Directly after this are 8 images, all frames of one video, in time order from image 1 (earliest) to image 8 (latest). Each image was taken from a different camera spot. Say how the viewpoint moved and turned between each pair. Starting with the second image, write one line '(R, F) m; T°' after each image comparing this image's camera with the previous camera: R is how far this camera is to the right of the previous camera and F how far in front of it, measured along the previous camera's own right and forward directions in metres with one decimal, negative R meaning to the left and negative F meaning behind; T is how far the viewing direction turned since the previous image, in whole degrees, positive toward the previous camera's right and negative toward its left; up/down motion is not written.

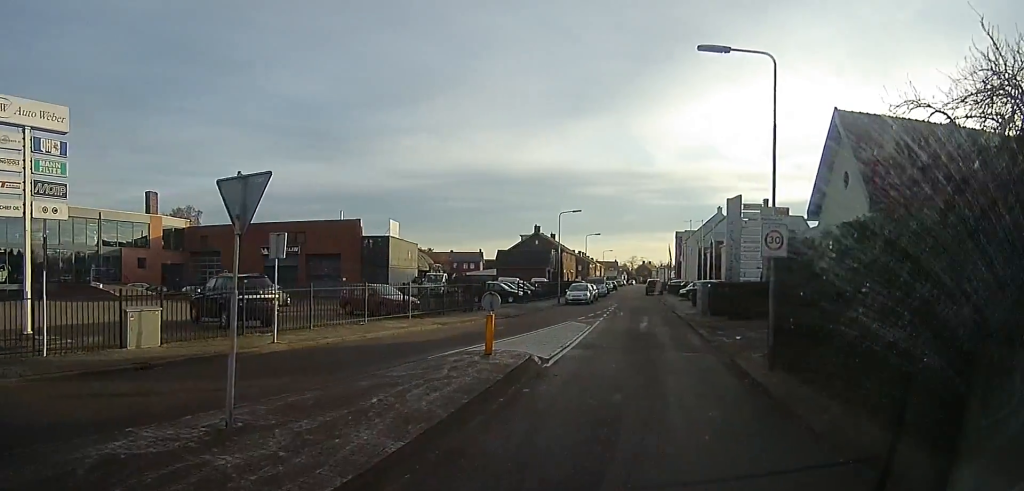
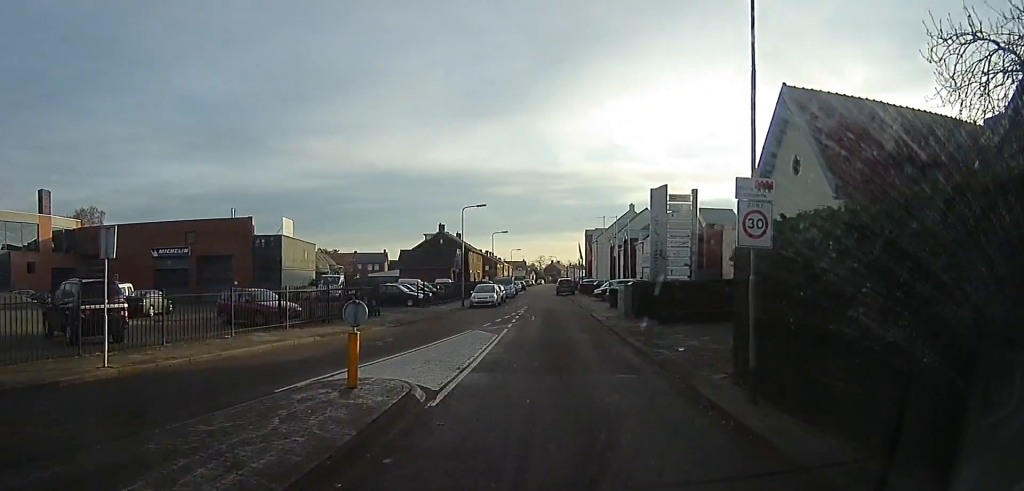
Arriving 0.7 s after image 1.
(-0.1, +2.8) m; +13°
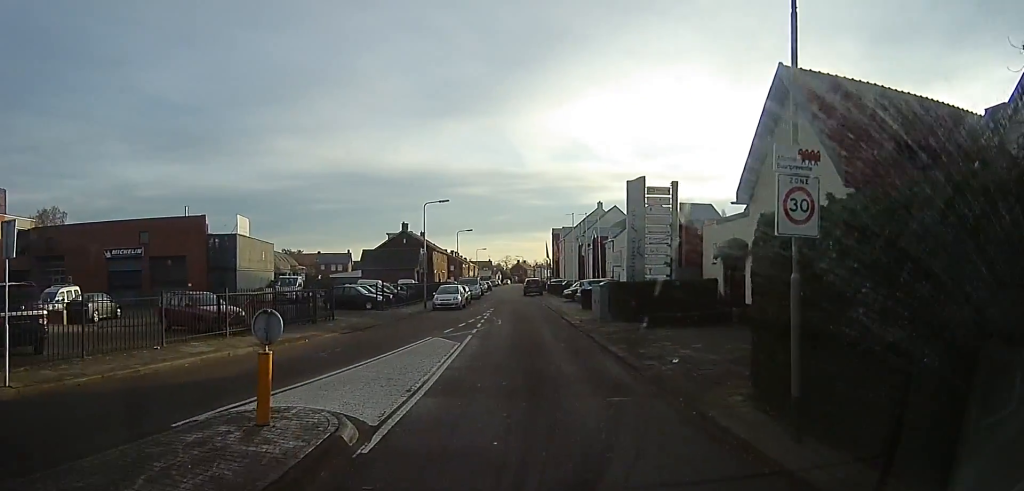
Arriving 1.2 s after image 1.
(+0.6, +1.8) m; 0°
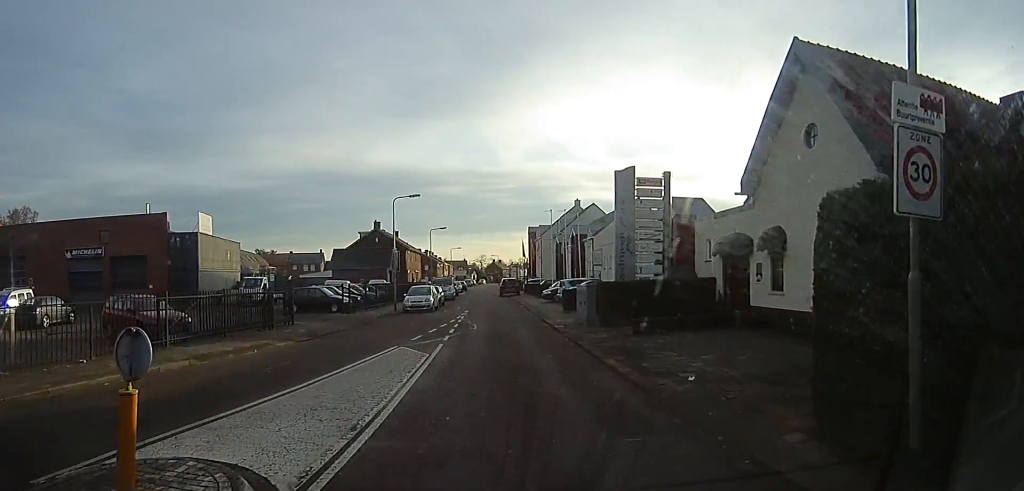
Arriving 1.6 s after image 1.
(+0.5, +1.8) m; 0°
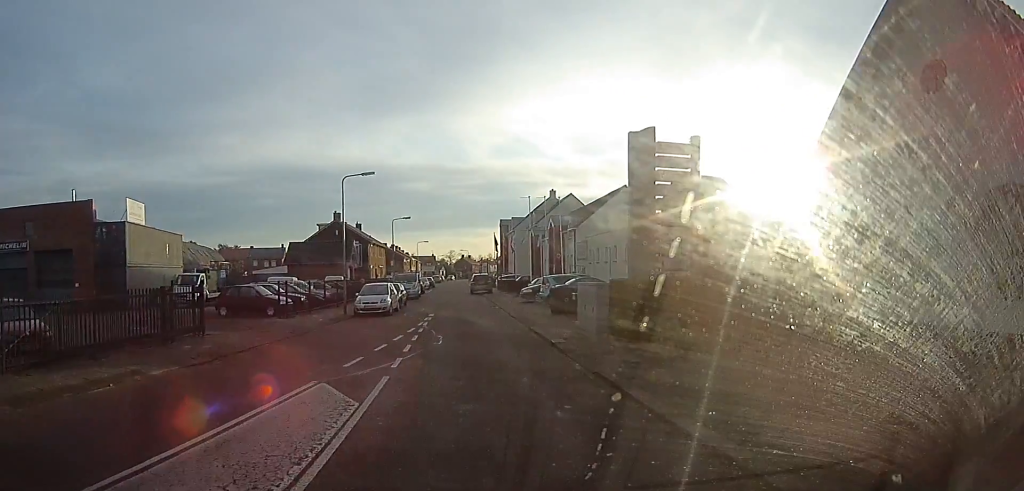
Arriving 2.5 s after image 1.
(-1.1, +4.5) m; -3°
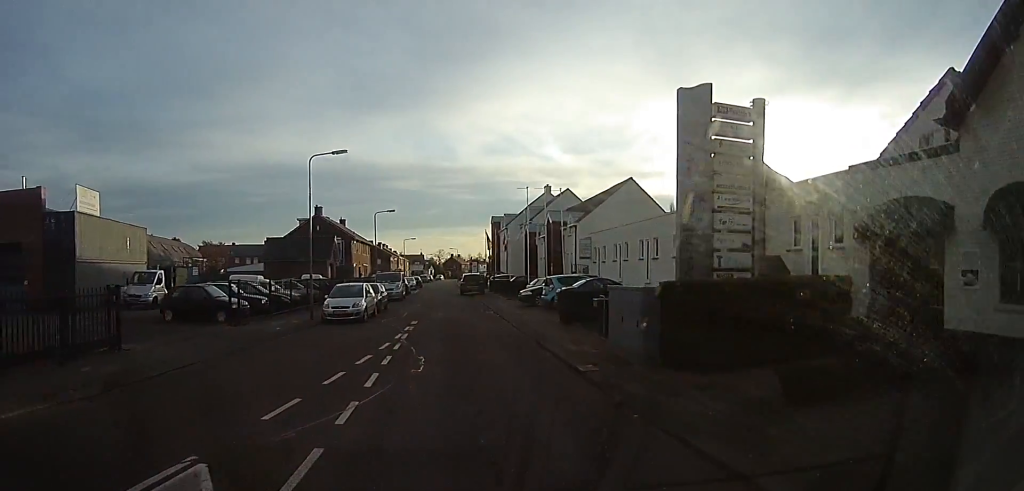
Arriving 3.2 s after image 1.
(+0.4, +3.8) m; +5°
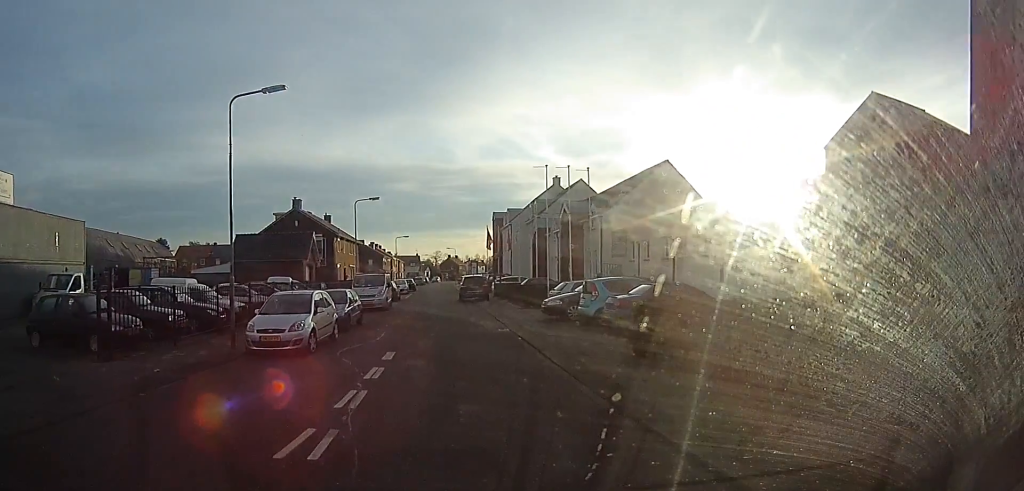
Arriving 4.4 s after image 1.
(+0.5, +7.3) m; +4°
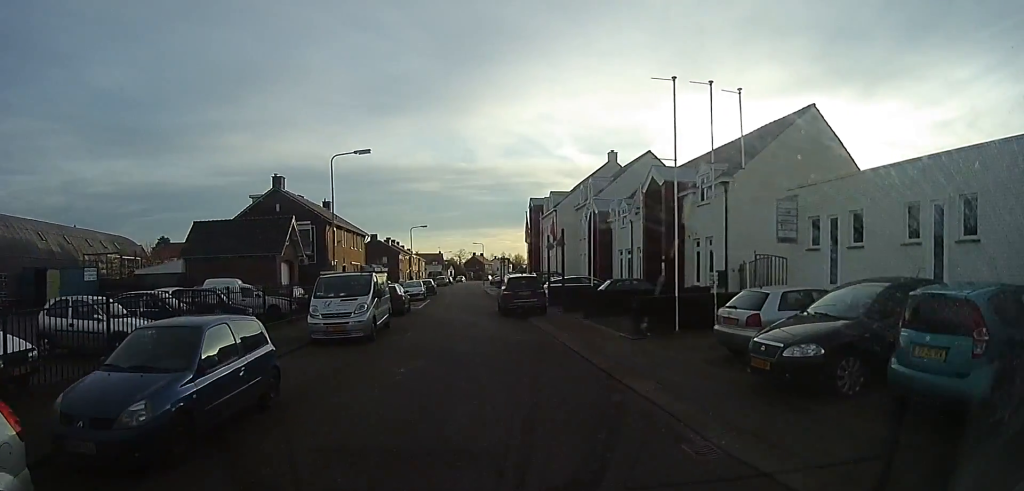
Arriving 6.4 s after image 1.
(-2.2, +12.4) m; -13°
